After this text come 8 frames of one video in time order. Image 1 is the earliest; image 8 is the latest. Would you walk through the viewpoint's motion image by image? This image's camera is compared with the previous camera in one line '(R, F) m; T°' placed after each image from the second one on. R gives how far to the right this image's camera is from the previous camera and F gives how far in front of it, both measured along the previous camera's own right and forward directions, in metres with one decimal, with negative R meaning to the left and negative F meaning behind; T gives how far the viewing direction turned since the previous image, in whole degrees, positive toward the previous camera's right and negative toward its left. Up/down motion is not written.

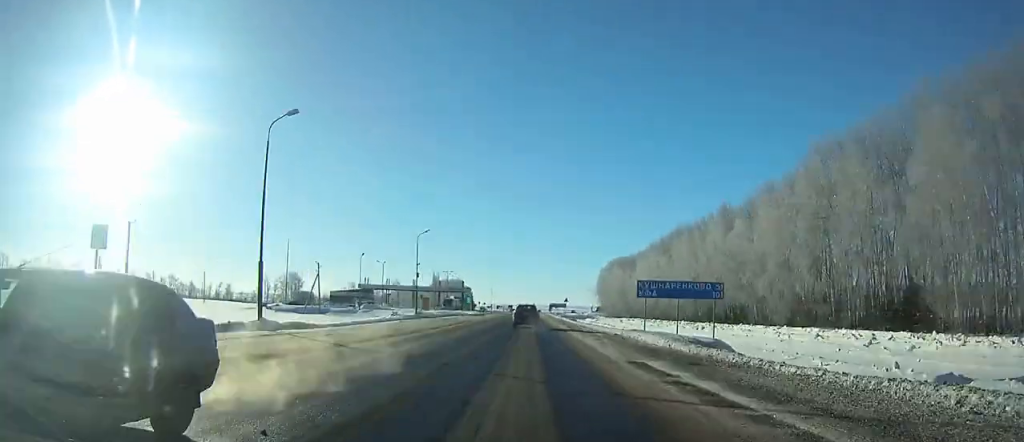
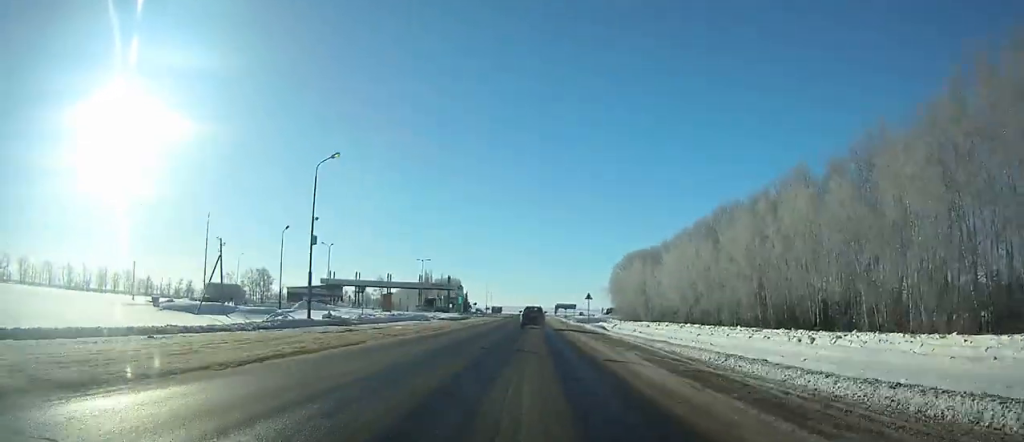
(0.0, +34.8) m; 0°
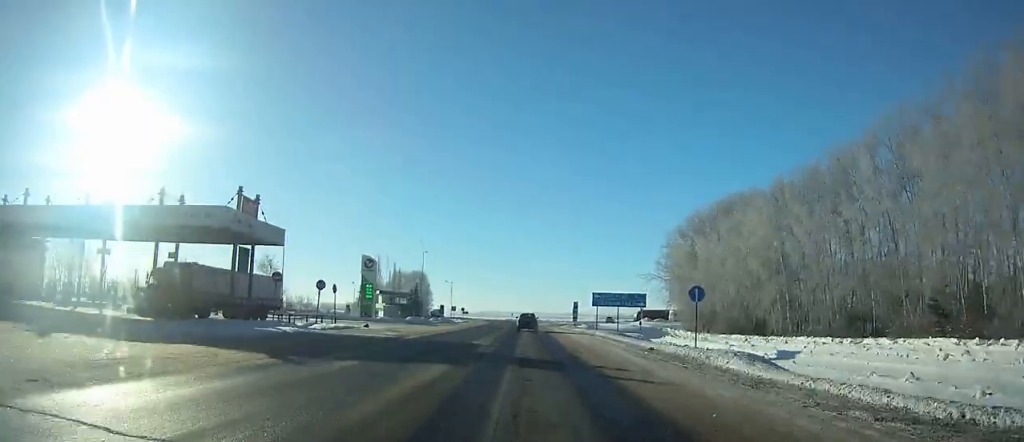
(0.0, +106.8) m; 0°
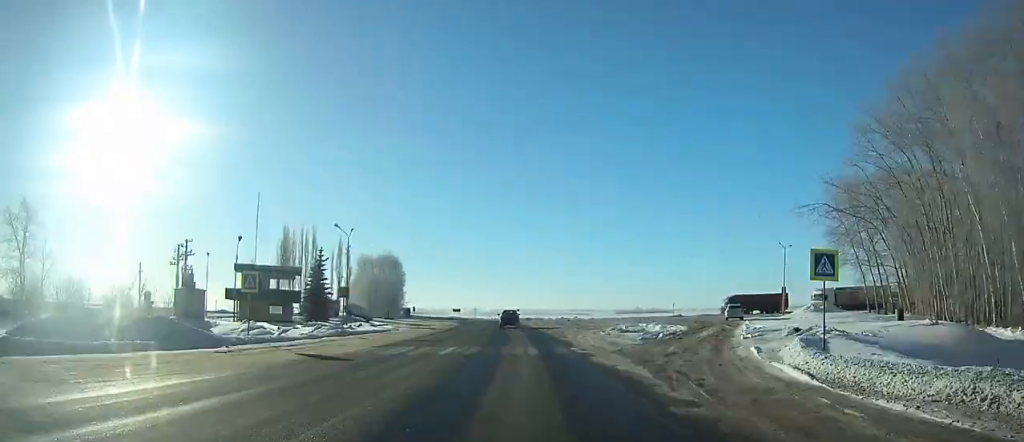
(-0.5, +76.0) m; -2°
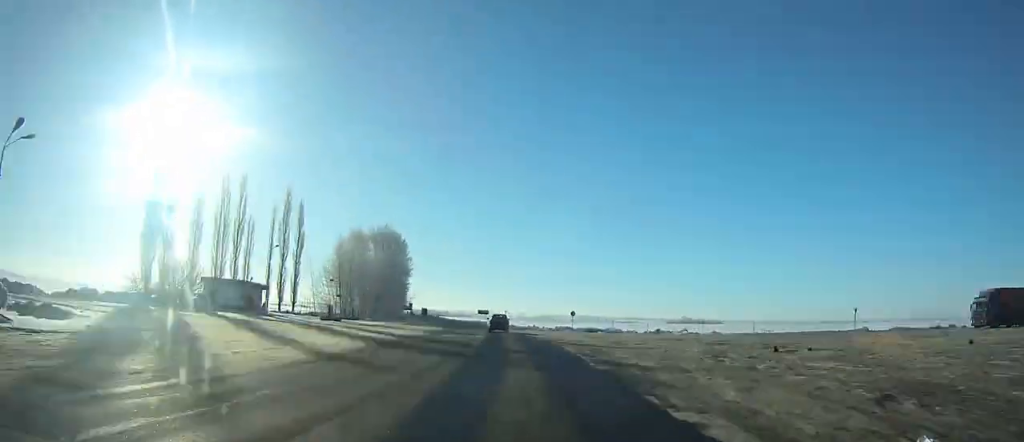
(-1.5, +56.6) m; -4°
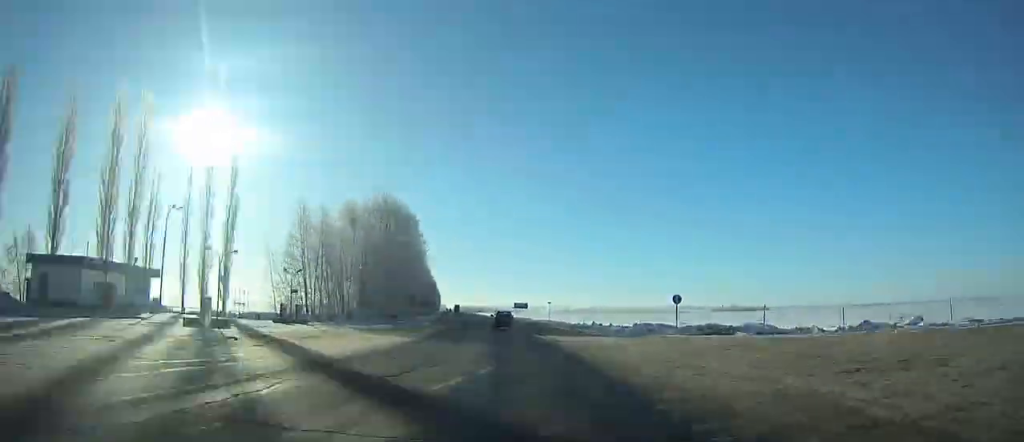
(-0.9, +34.8) m; -4°
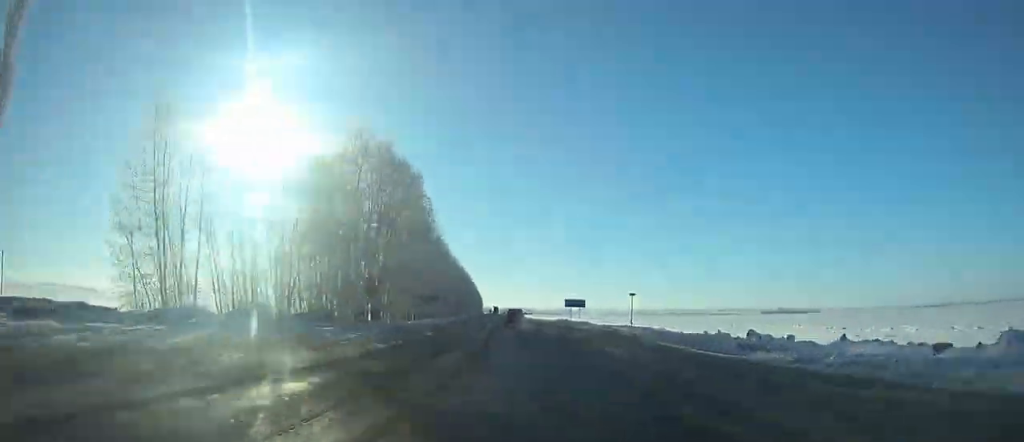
(-1.7, +39.4) m; -4°
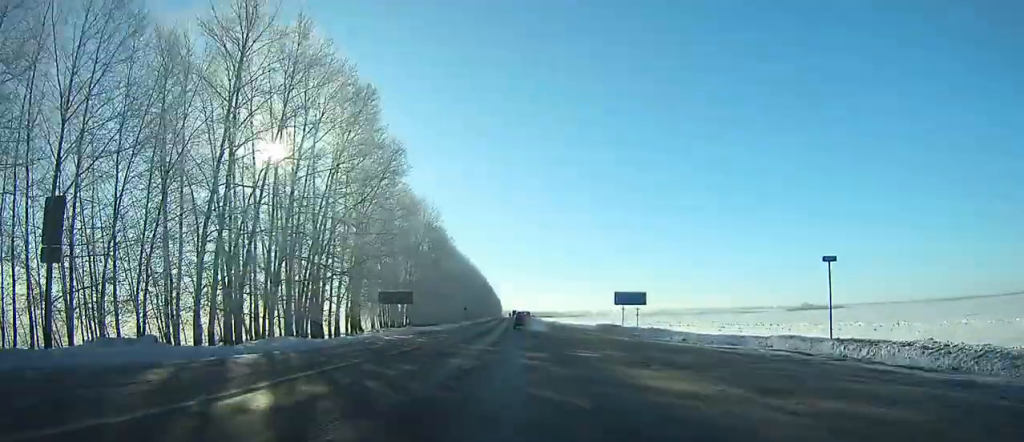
(-0.7, +31.8) m; -2°
